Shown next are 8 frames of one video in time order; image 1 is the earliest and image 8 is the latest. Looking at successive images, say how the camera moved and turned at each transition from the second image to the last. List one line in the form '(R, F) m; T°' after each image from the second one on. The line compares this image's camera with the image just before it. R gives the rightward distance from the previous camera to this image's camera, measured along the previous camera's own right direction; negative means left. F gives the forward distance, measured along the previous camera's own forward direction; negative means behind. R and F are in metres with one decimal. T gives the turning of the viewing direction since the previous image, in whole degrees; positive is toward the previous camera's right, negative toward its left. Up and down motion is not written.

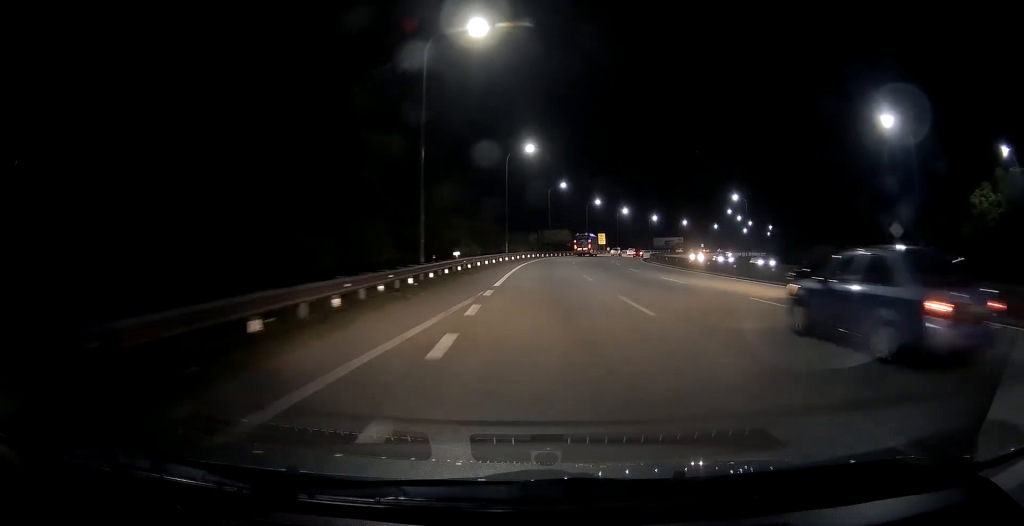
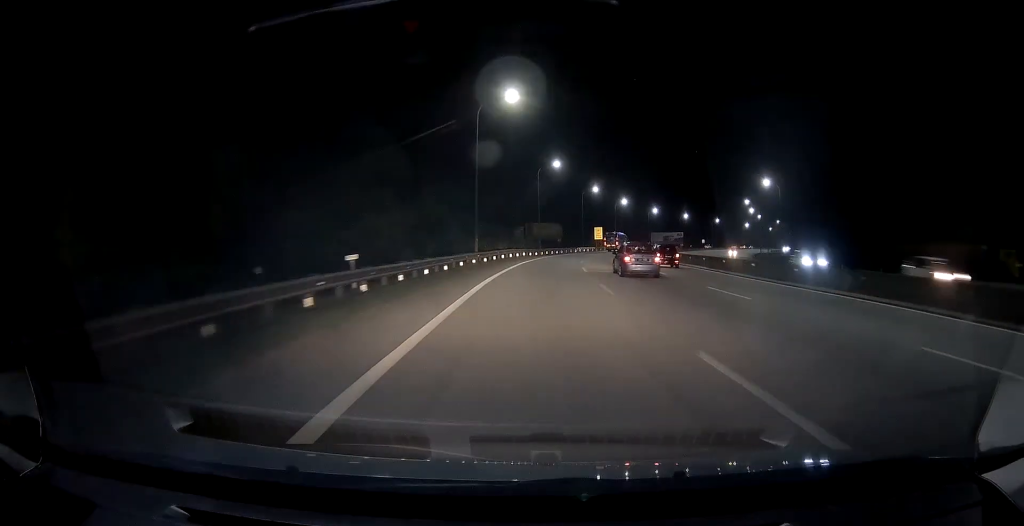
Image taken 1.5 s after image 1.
(+0.6, +20.8) m; +1°
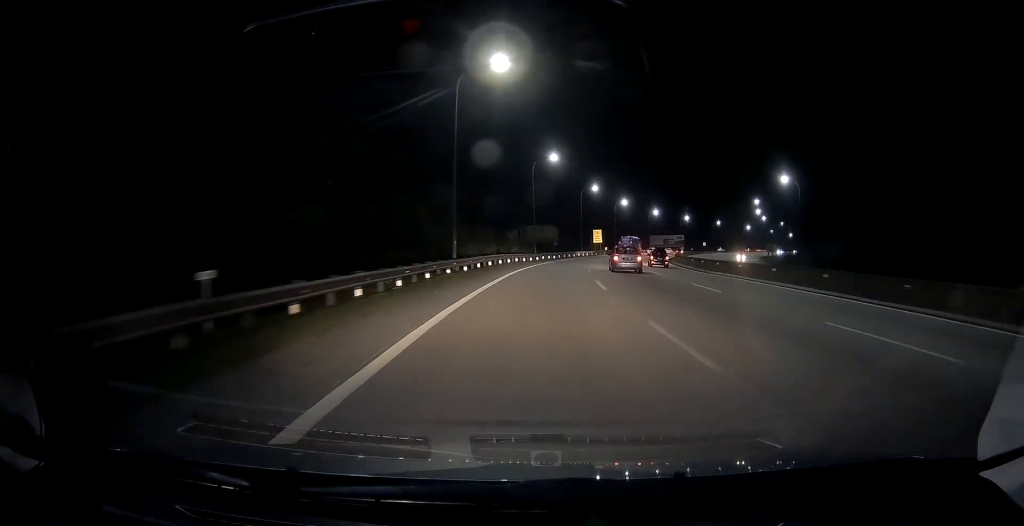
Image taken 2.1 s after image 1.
(-0.5, +8.7) m; +1°
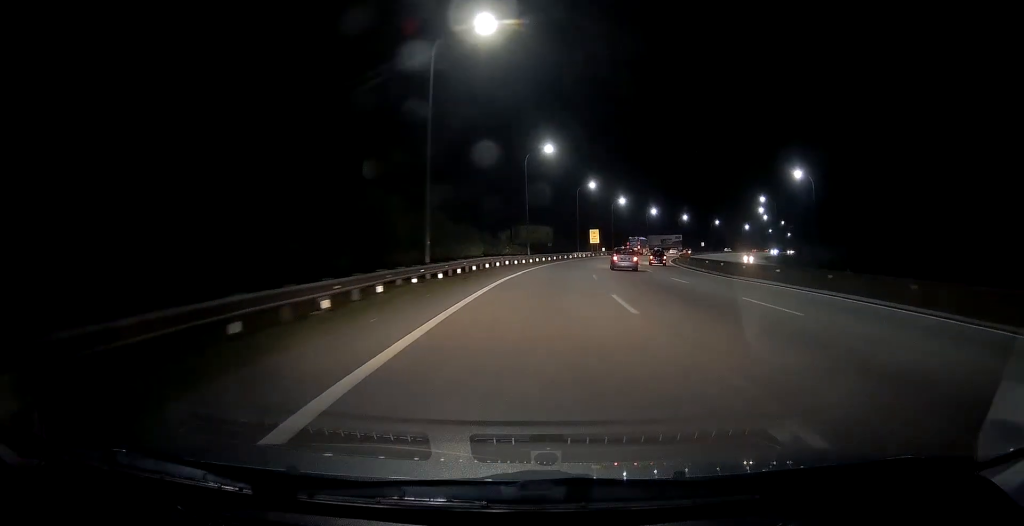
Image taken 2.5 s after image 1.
(+0.3, +6.4) m; +1°
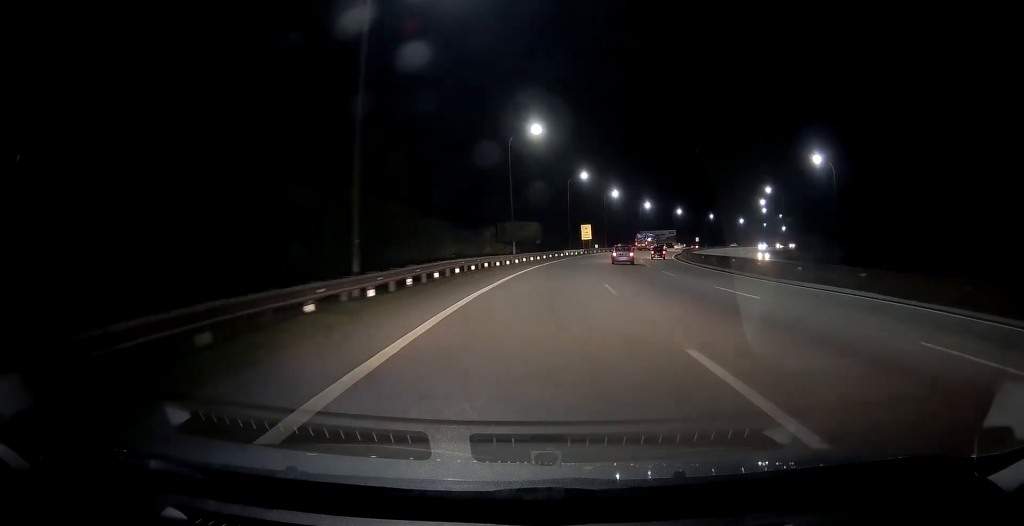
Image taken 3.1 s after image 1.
(+0.4, +8.9) m; +2°
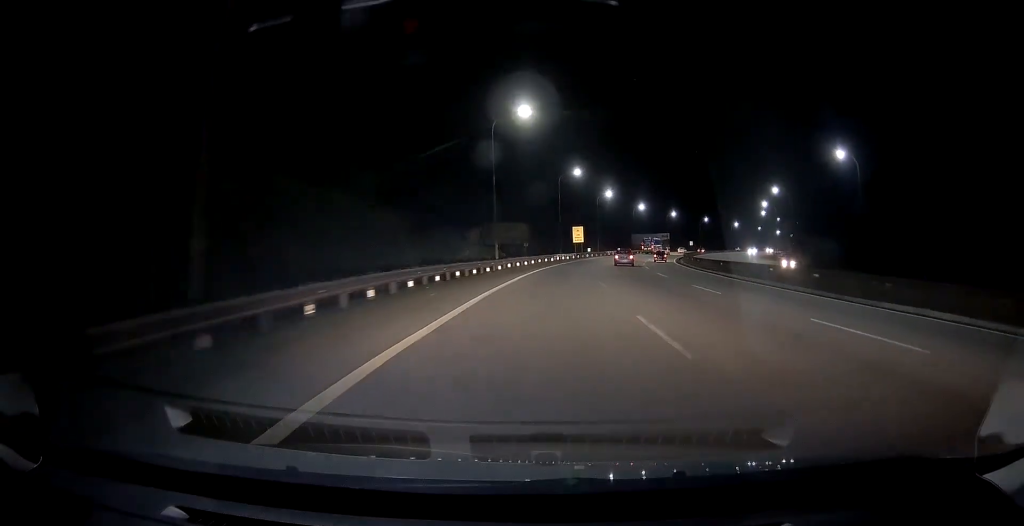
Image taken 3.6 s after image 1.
(0.0, +8.1) m; 0°
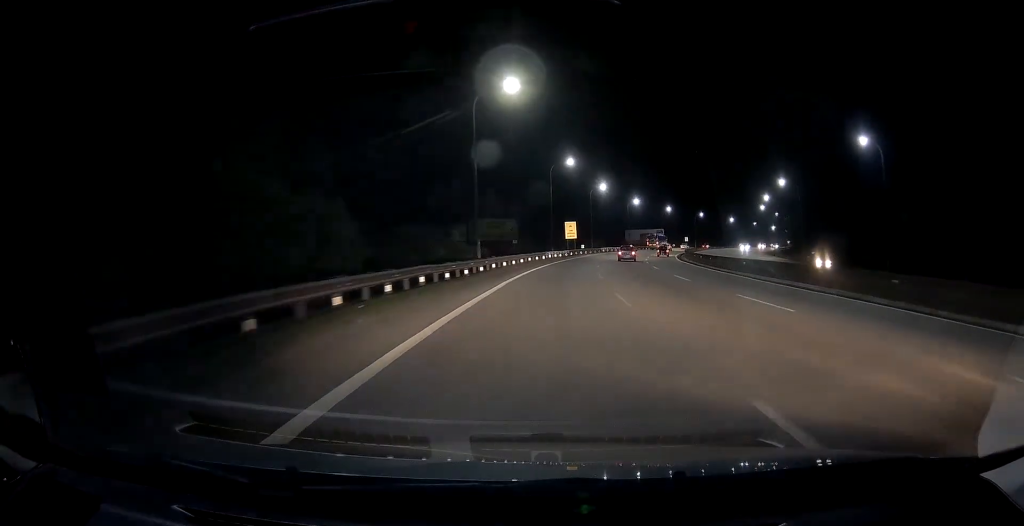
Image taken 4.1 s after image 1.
(0.0, +6.6) m; 0°
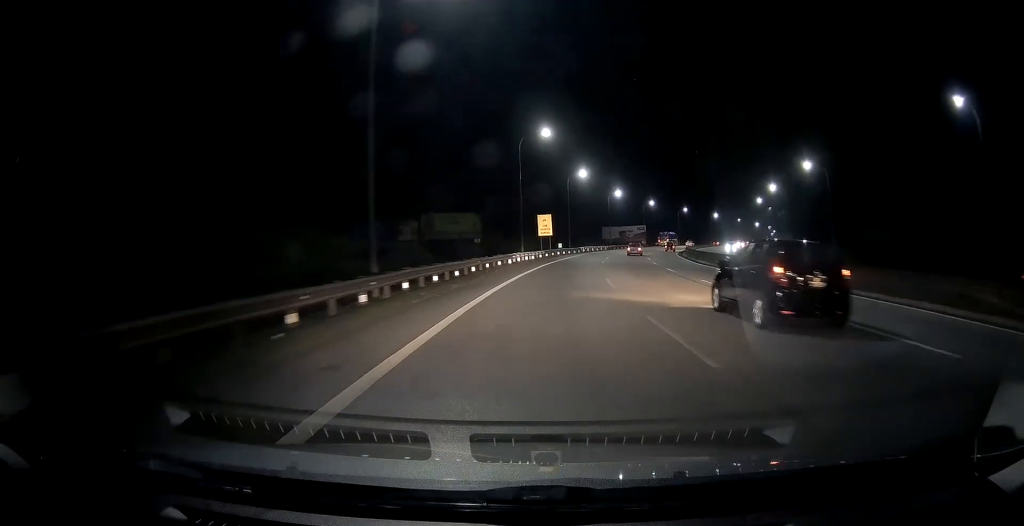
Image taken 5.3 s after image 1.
(+0.1, +18.6) m; +1°
